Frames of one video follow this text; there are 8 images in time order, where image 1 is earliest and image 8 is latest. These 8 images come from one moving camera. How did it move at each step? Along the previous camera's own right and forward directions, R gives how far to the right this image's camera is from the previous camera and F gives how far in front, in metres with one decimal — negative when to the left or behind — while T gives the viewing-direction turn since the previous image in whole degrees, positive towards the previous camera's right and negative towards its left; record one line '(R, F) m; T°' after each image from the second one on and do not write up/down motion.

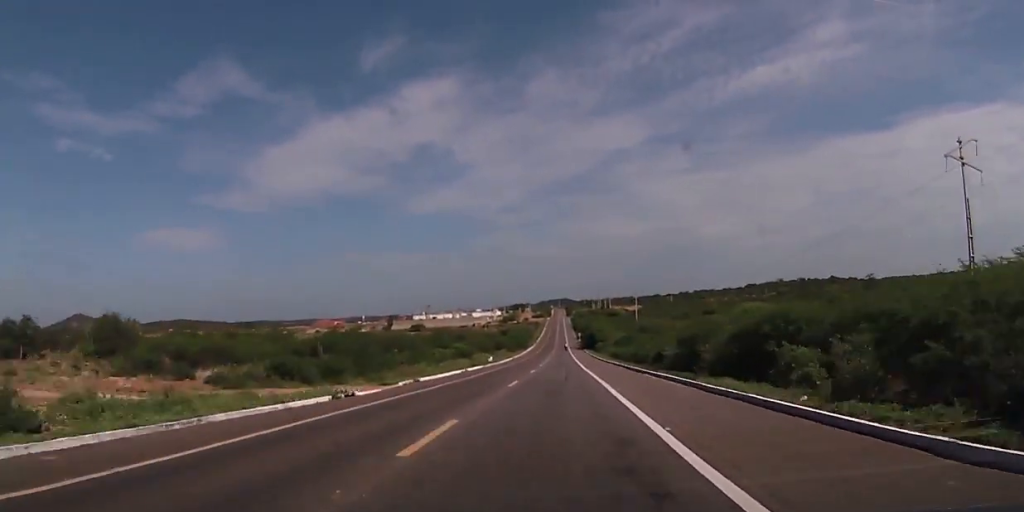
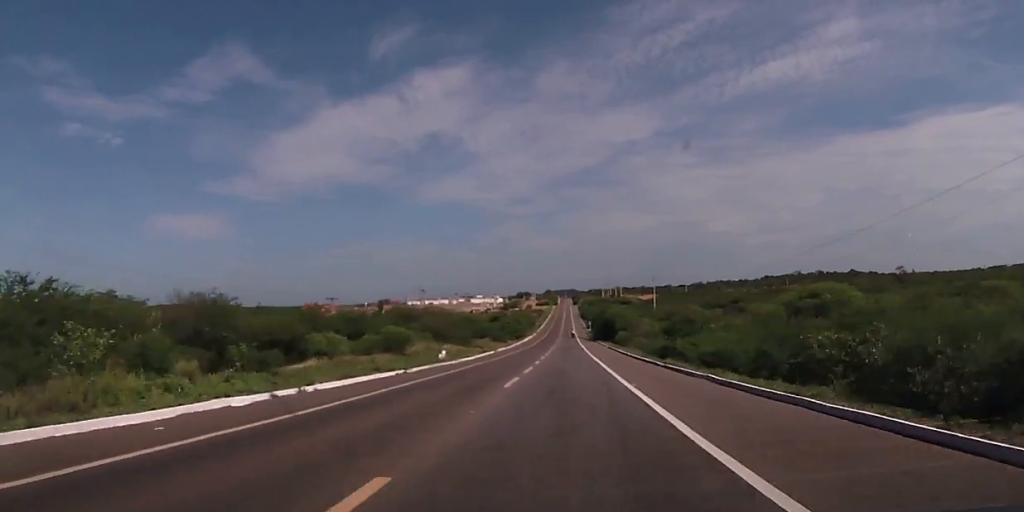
(-0.5, +38.5) m; 0°
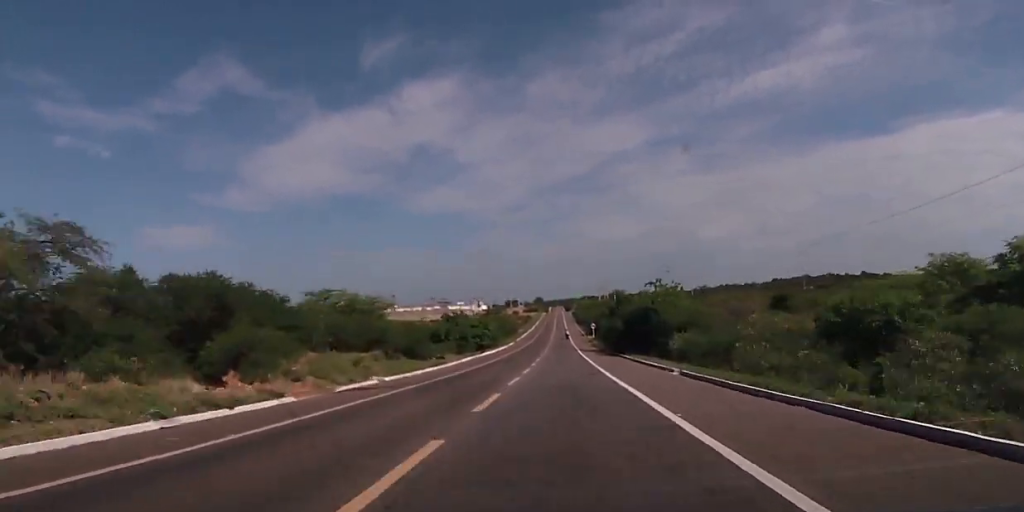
(-0.1, +55.0) m; 0°
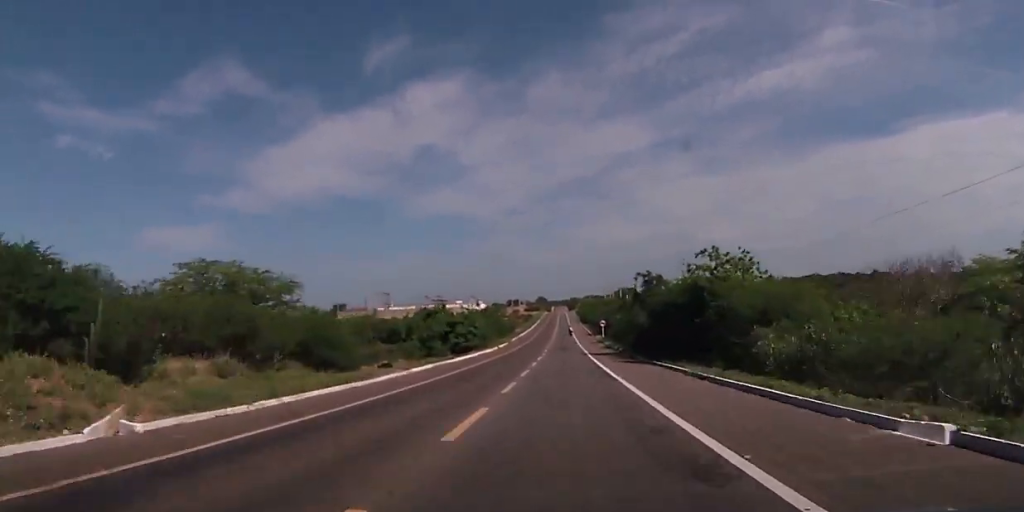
(-0.1, +20.3) m; 0°
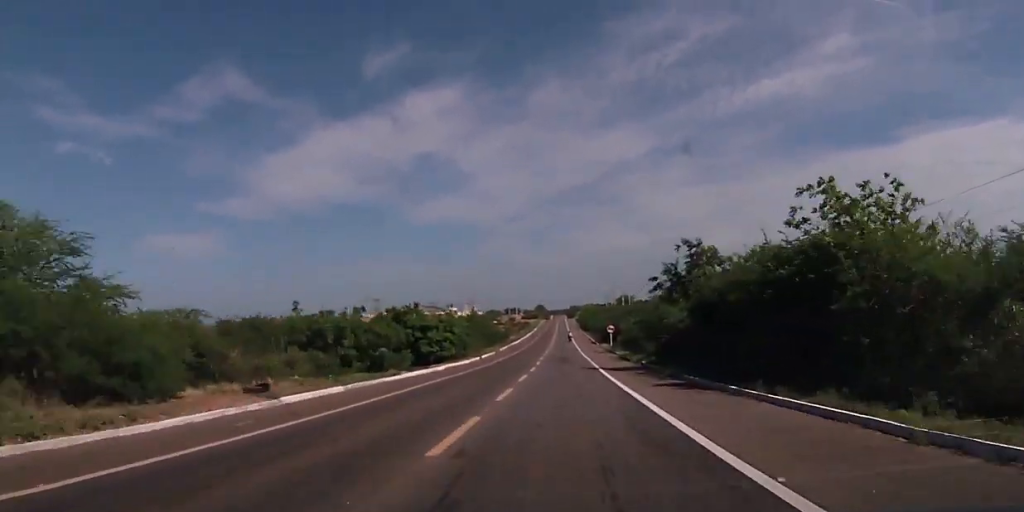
(+0.2, +17.9) m; 0°
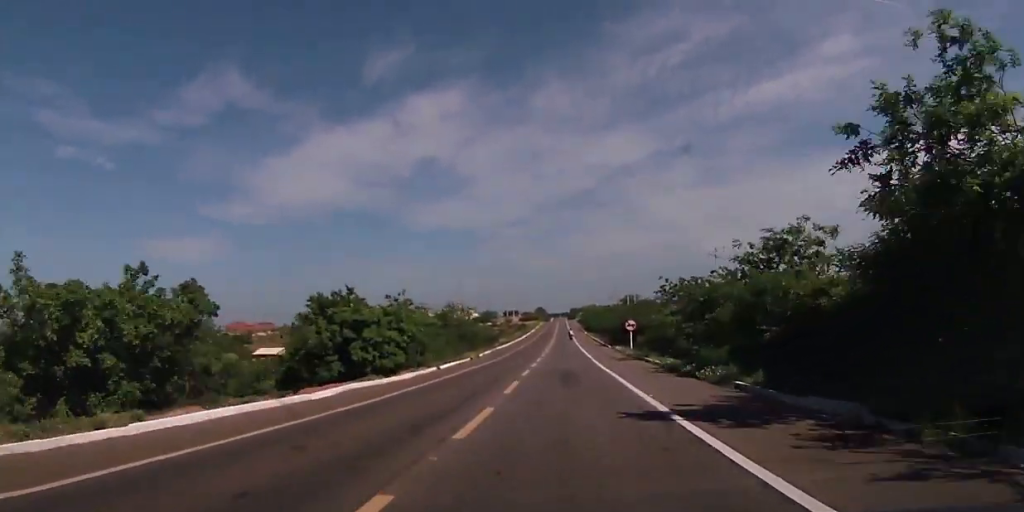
(+0.1, +23.5) m; 0°
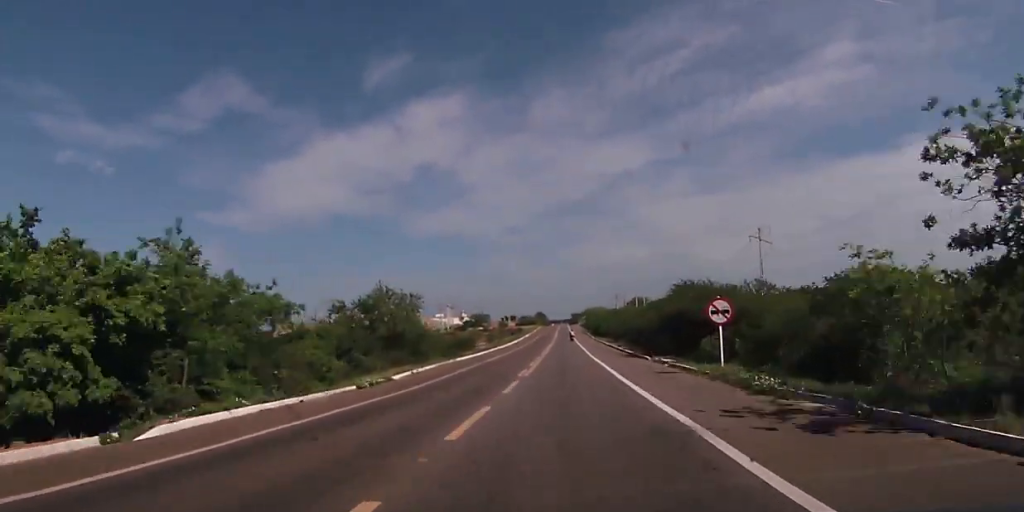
(0.0, +33.5) m; 0°
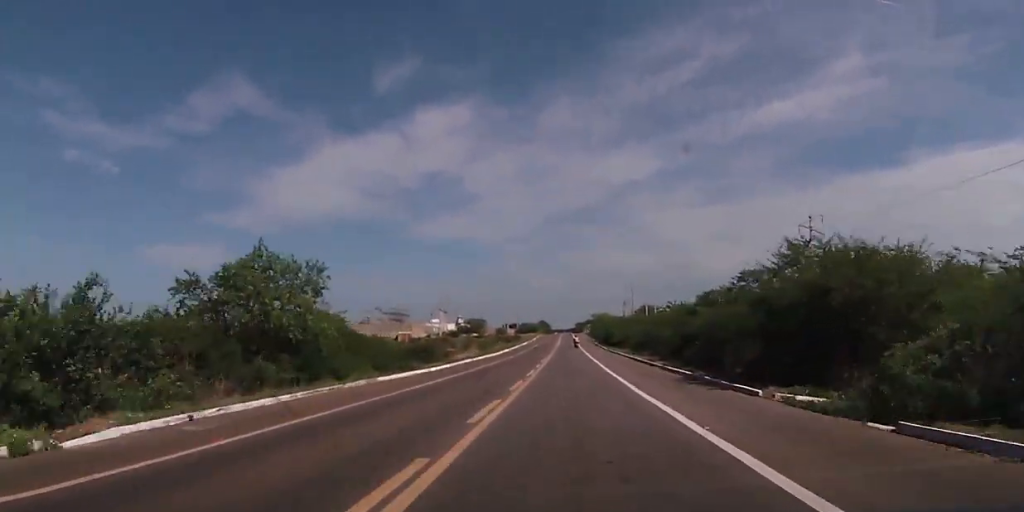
(-0.2, +22.6) m; 0°
